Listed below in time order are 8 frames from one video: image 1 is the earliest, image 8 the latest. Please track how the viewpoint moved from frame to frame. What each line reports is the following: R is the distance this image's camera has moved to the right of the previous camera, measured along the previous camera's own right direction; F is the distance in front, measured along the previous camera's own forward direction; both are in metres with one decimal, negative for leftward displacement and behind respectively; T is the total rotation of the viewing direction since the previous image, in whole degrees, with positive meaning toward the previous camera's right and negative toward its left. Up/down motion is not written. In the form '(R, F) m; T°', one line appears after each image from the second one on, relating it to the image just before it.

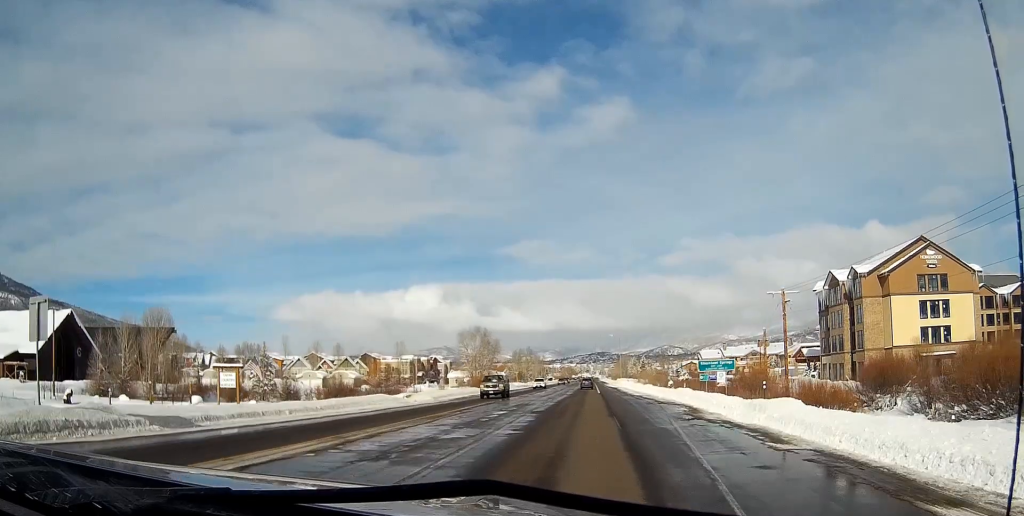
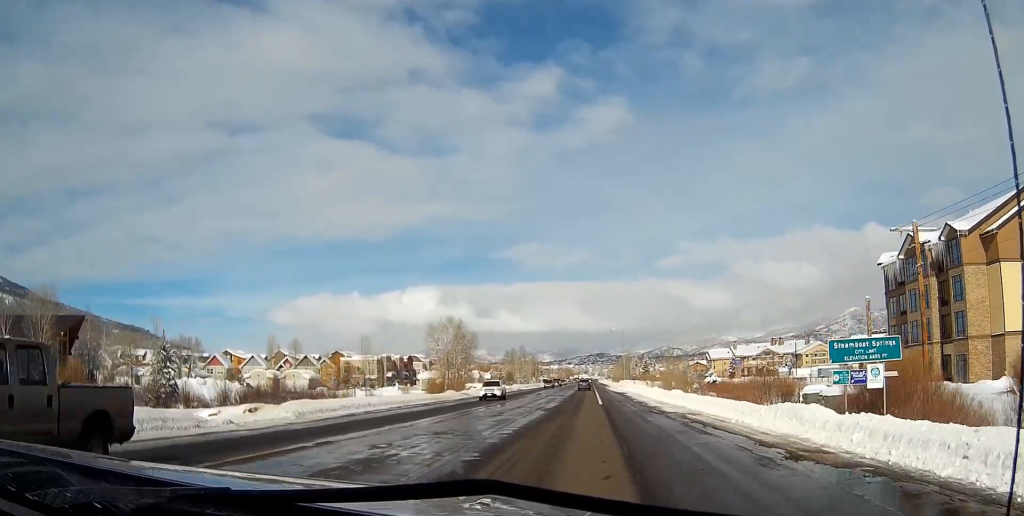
(+0.1, +31.4) m; 0°
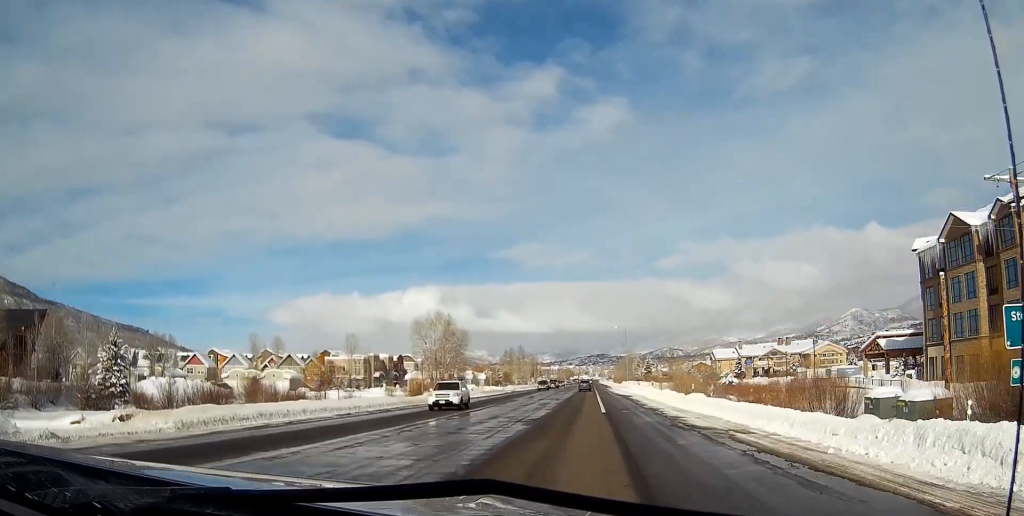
(0.0, +11.5) m; 0°
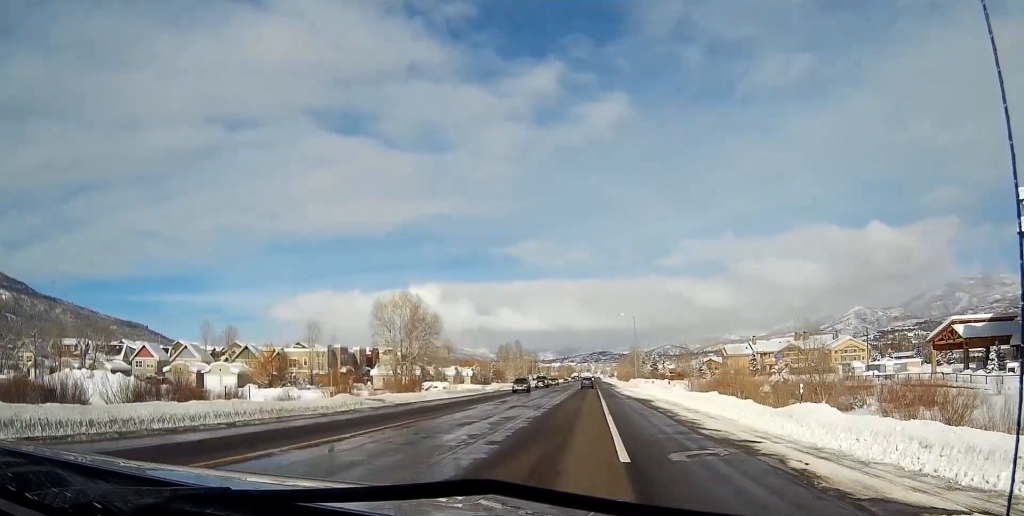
(0.0, +25.4) m; 0°
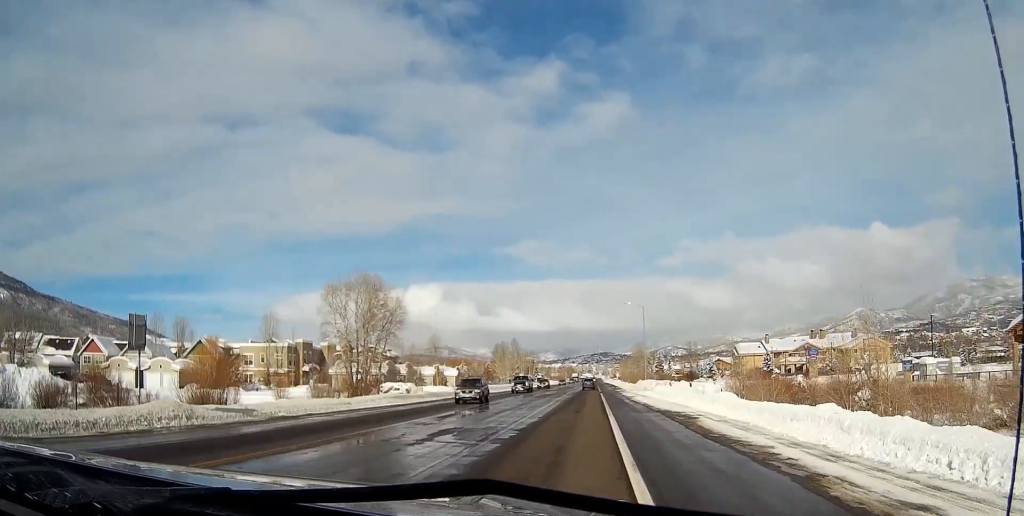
(+0.1, +20.9) m; 0°
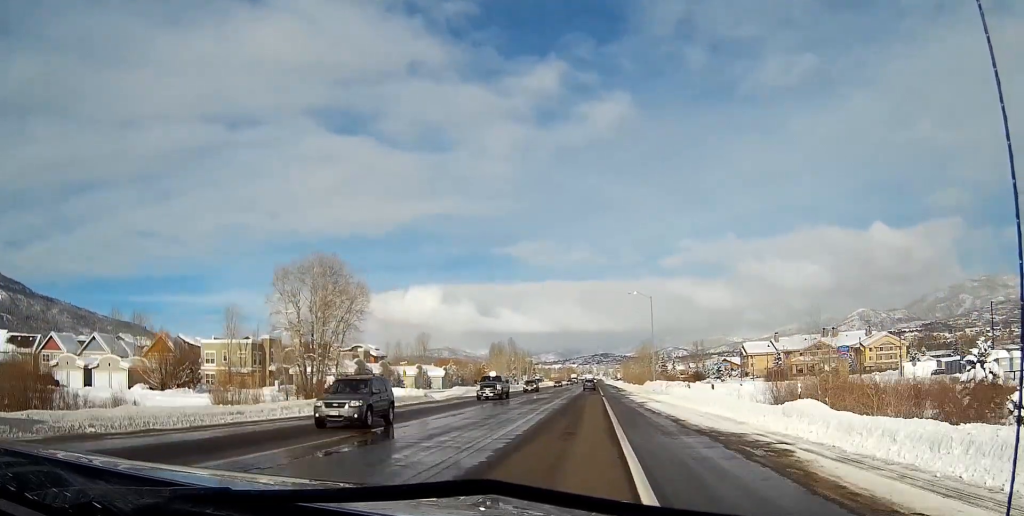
(-0.1, +14.2) m; 0°
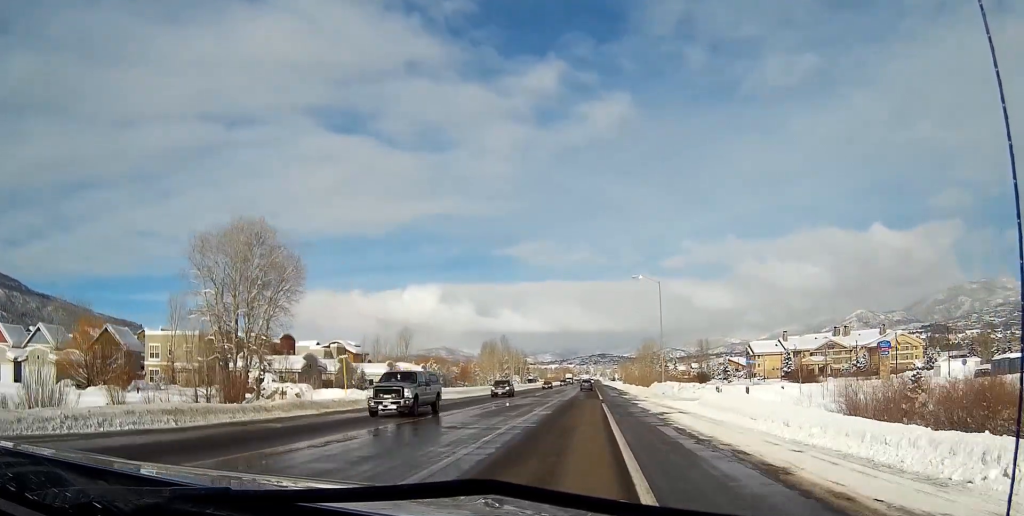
(0.0, +15.7) m; 0°
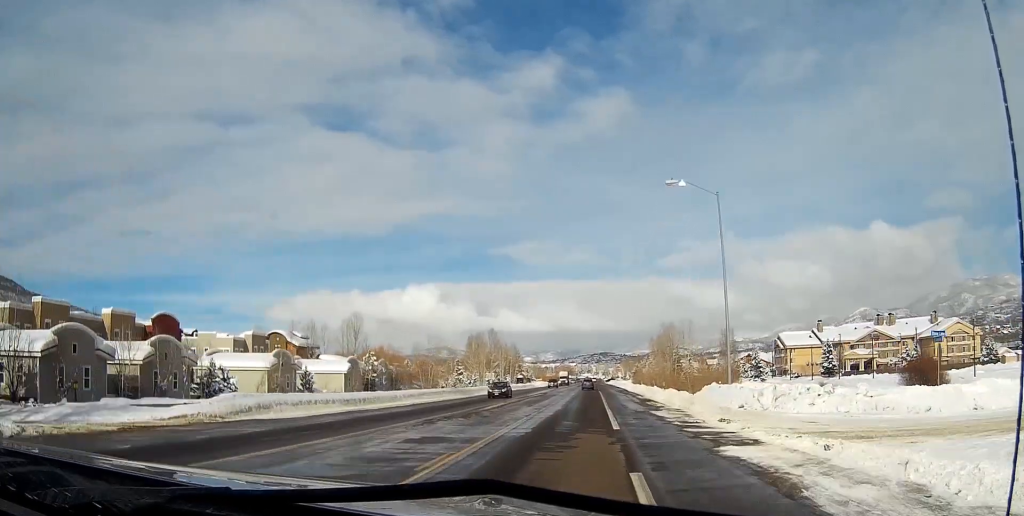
(+0.1, +38.2) m; -1°
